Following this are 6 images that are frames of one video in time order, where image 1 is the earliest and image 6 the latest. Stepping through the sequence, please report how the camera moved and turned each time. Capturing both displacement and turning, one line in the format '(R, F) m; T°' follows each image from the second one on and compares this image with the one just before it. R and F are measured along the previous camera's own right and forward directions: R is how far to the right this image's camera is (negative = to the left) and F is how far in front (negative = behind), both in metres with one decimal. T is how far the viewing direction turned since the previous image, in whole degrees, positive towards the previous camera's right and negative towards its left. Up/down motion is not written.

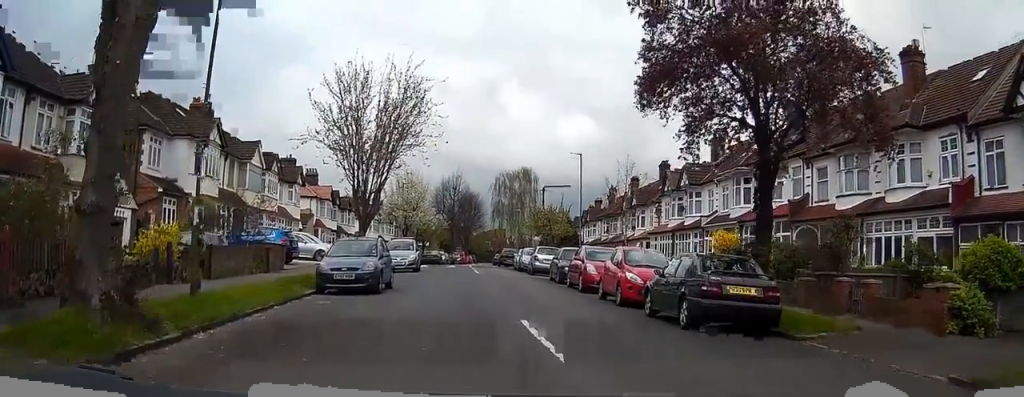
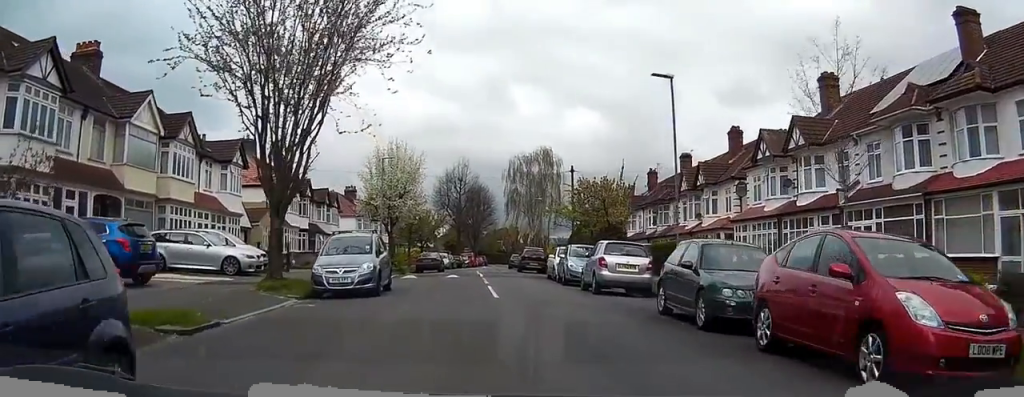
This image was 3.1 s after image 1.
(-1.3, +15.4) m; -8°
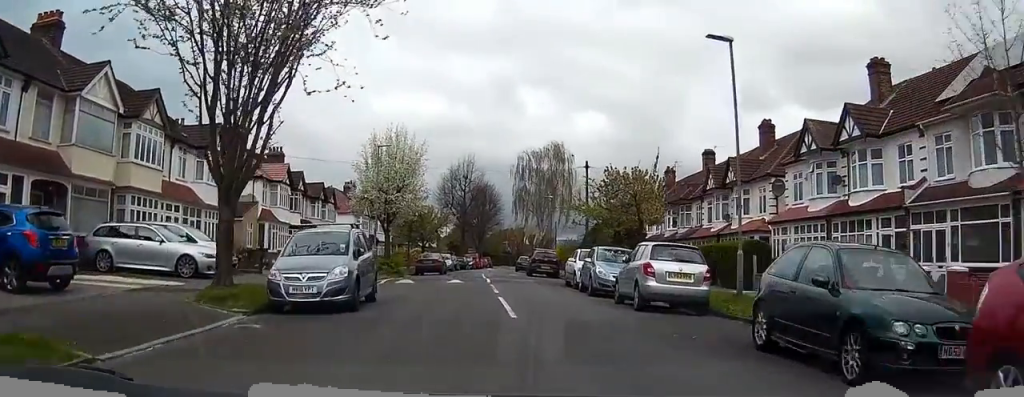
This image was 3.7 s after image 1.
(0.0, +4.5) m; -1°
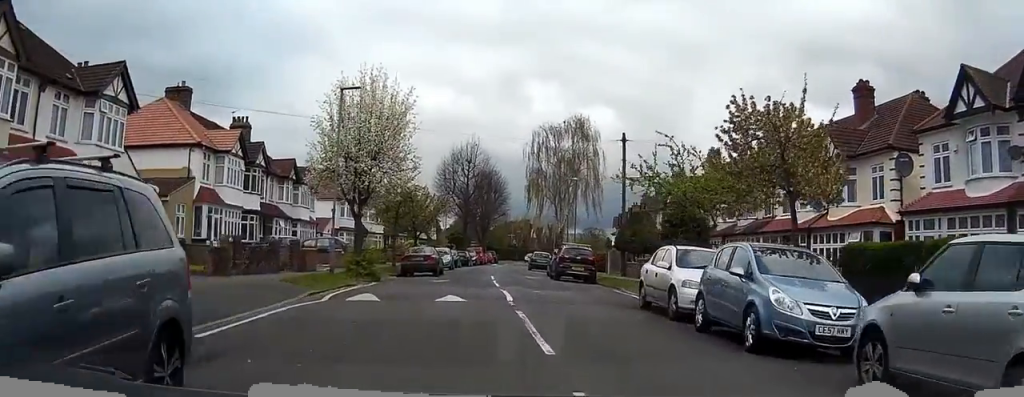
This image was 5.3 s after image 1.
(-0.2, +12.0) m; -1°
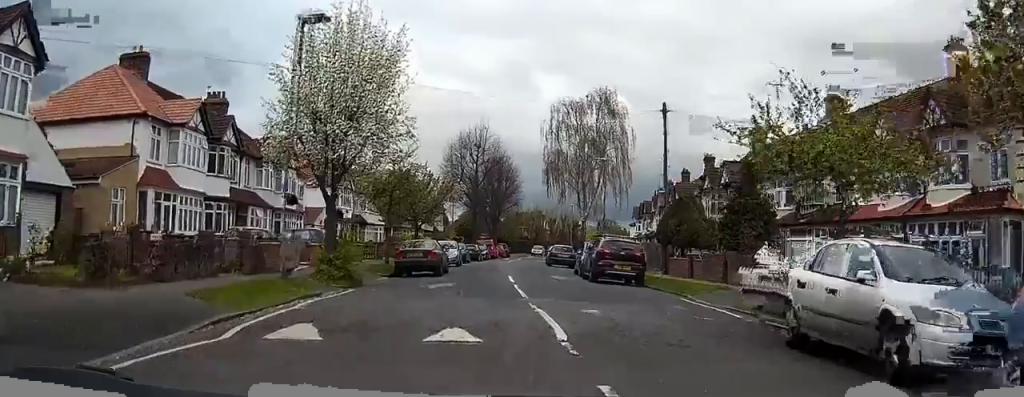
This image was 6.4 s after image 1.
(0.0, +7.6) m; 0°
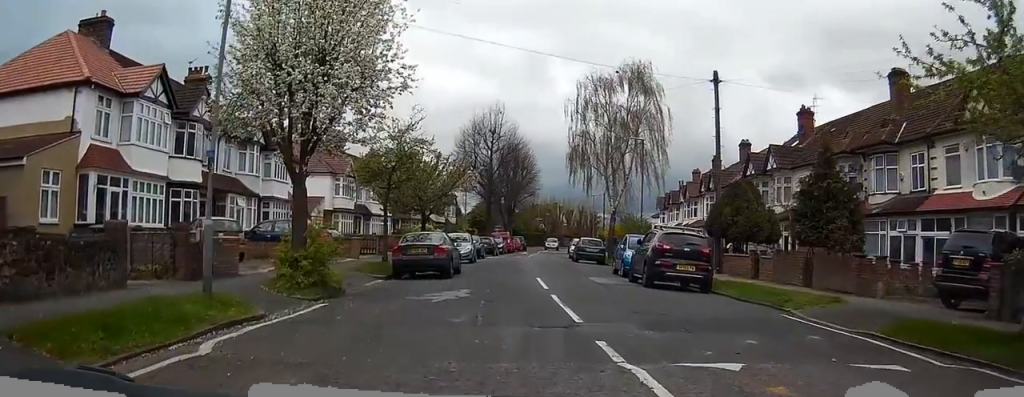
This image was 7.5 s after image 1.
(0.0, +5.7) m; +1°
